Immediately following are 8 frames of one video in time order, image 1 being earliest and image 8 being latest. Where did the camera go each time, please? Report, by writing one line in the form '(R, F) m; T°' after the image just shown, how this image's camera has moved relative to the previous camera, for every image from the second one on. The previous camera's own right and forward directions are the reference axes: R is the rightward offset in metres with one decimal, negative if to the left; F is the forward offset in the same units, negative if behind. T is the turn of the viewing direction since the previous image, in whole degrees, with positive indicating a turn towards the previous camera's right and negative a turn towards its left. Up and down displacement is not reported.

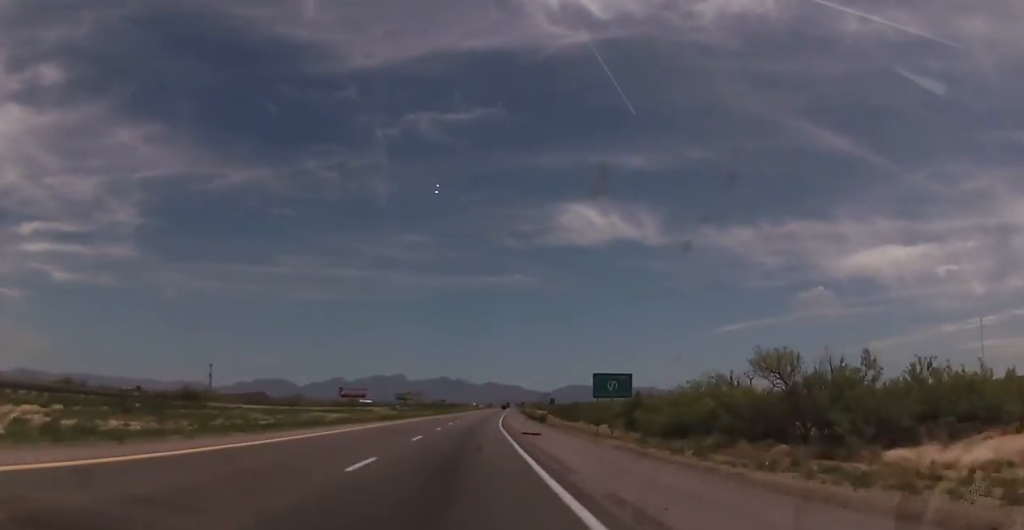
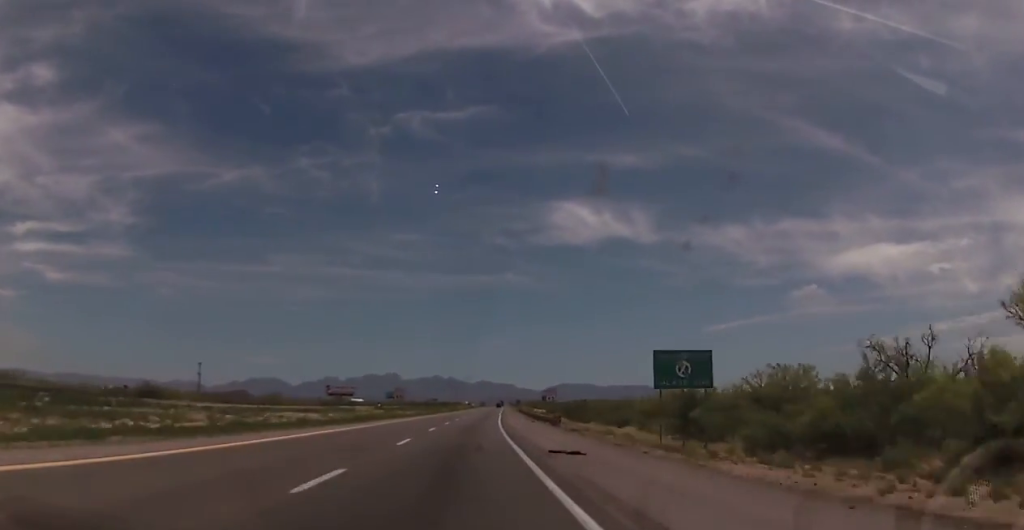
(+0.1, +15.6) m; 0°
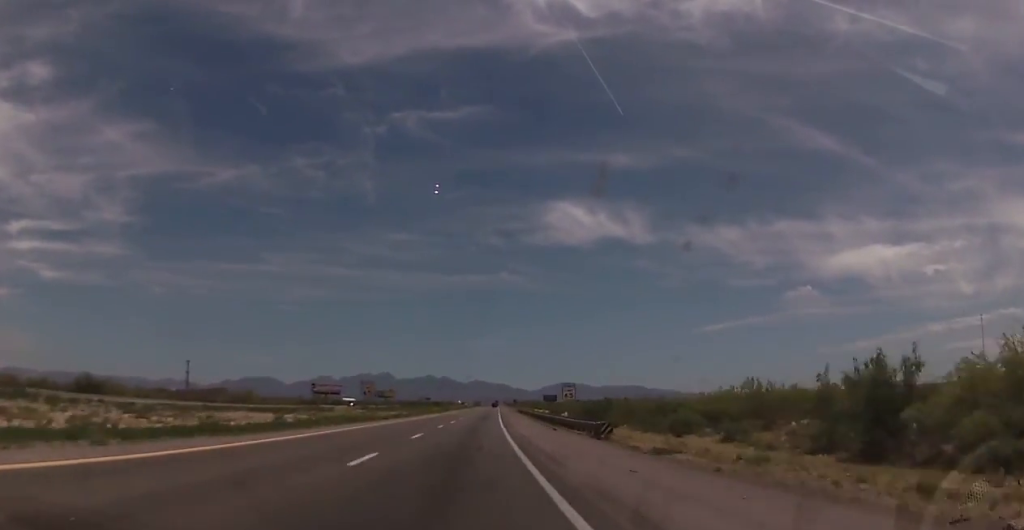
(-0.4, +20.1) m; +1°
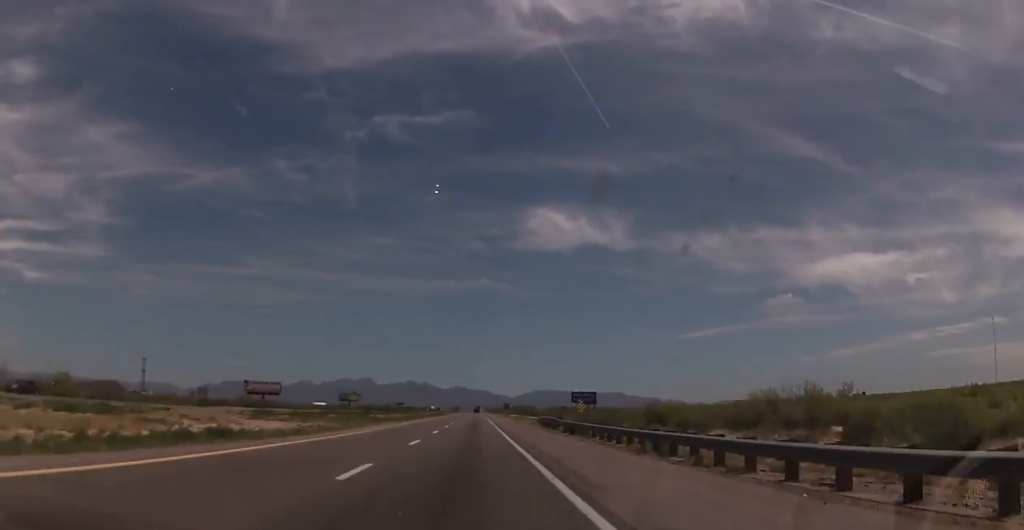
(+2.3, +76.7) m; +2°
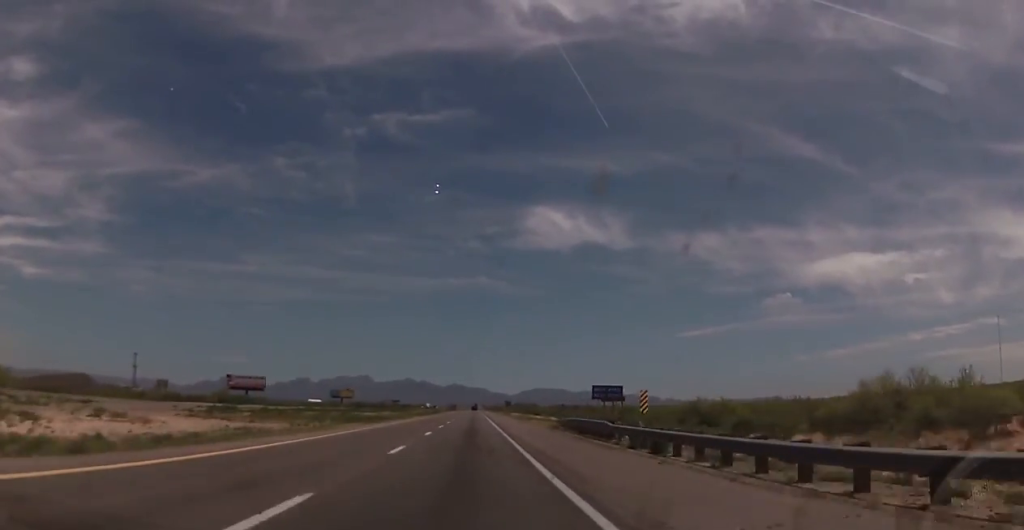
(0.0, +17.8) m; 0°
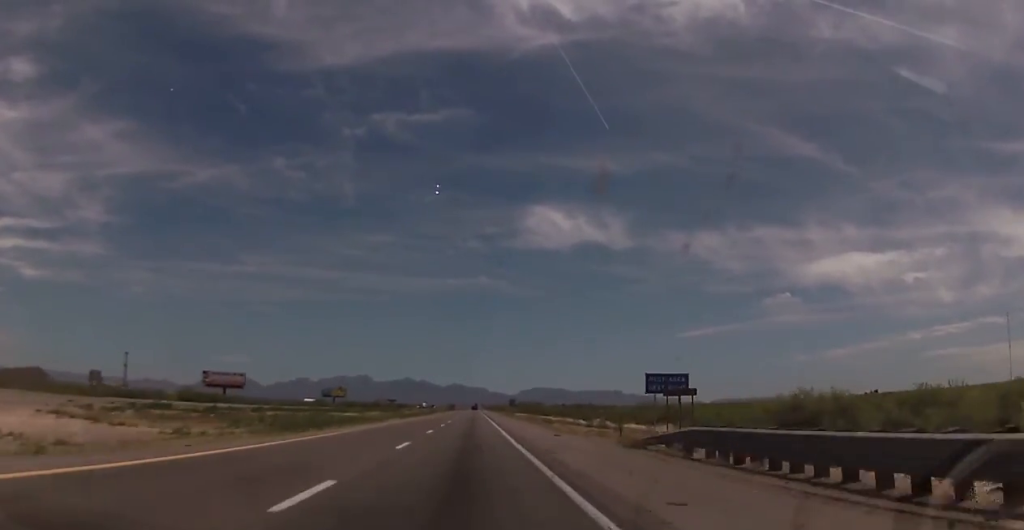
(0.0, +23.4) m; 0°
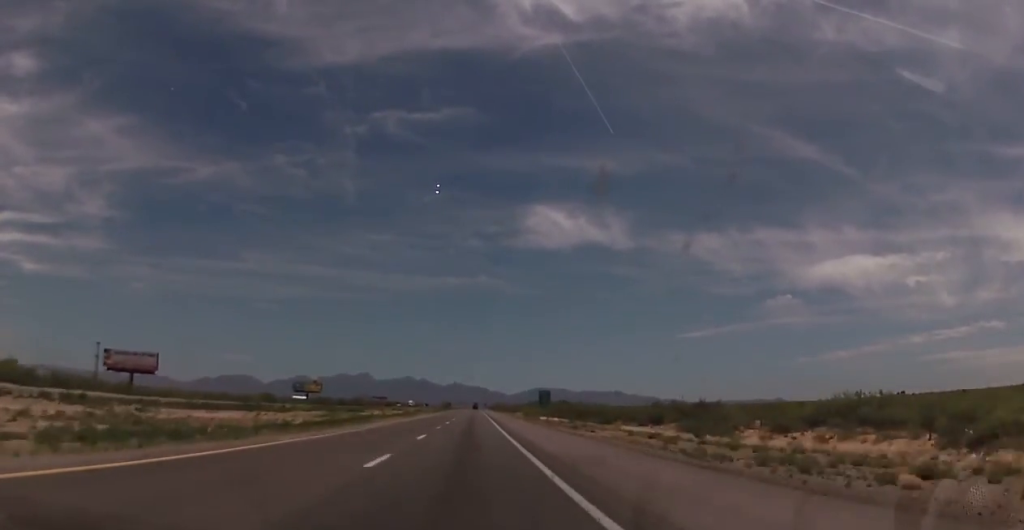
(0.0, +67.9) m; 0°
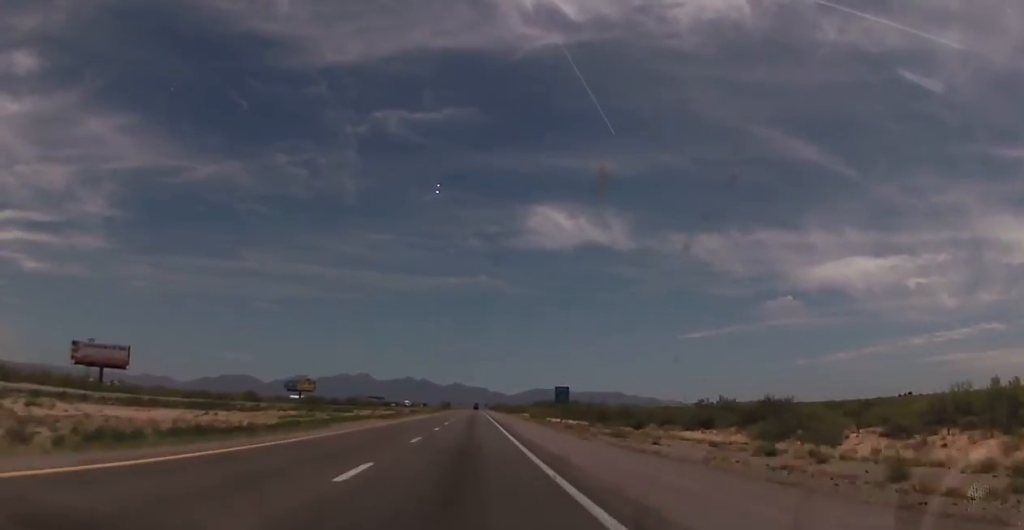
(0.0, +15.5) m; 0°
